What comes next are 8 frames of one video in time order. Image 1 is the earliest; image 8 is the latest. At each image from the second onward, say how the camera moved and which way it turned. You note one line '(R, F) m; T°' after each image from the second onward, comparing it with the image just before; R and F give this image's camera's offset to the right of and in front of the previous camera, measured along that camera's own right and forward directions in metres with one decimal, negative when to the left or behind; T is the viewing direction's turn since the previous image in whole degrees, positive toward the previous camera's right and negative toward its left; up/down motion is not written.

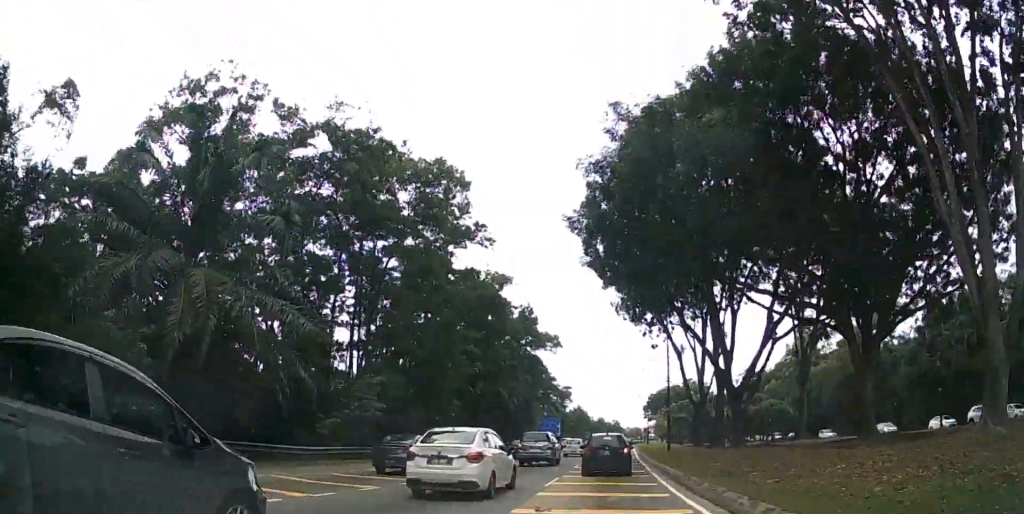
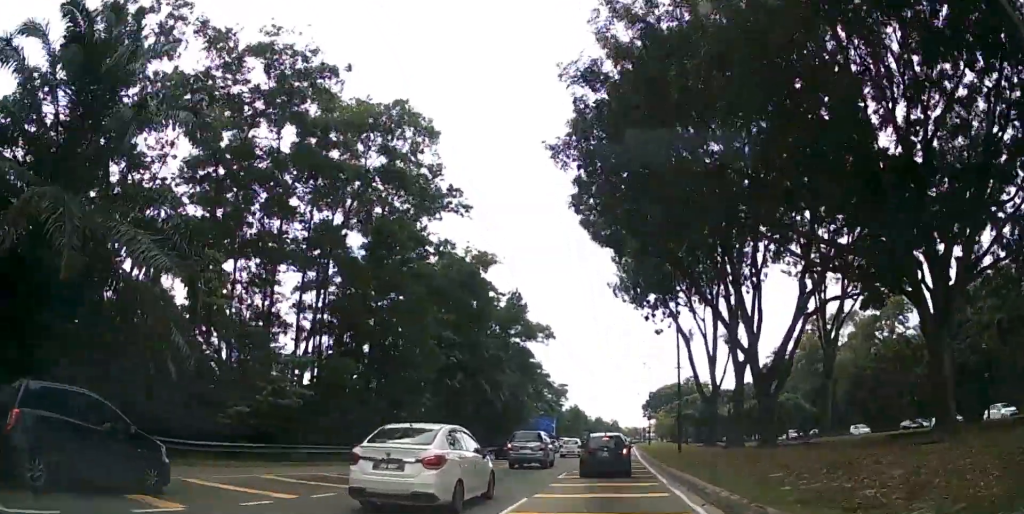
(0.0, +7.3) m; +1°
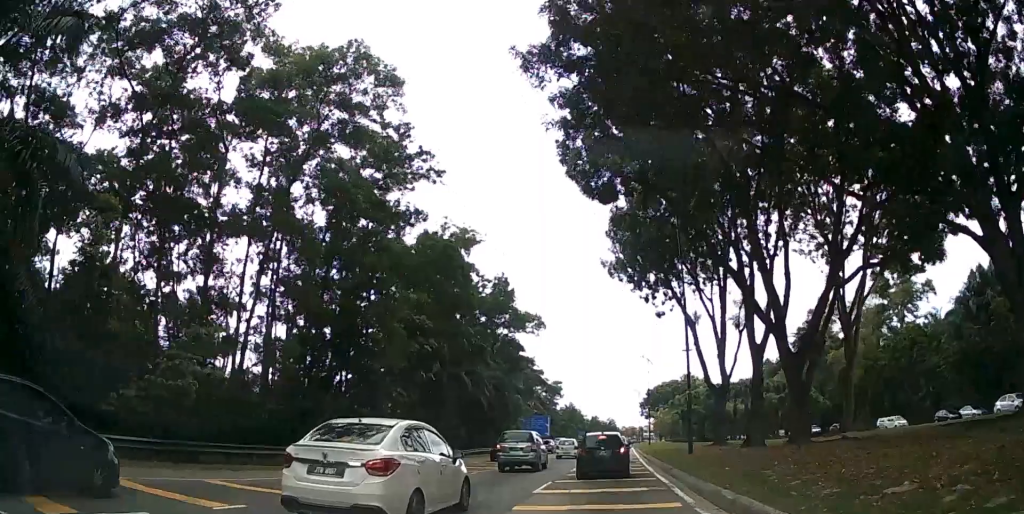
(+0.1, +5.4) m; 0°
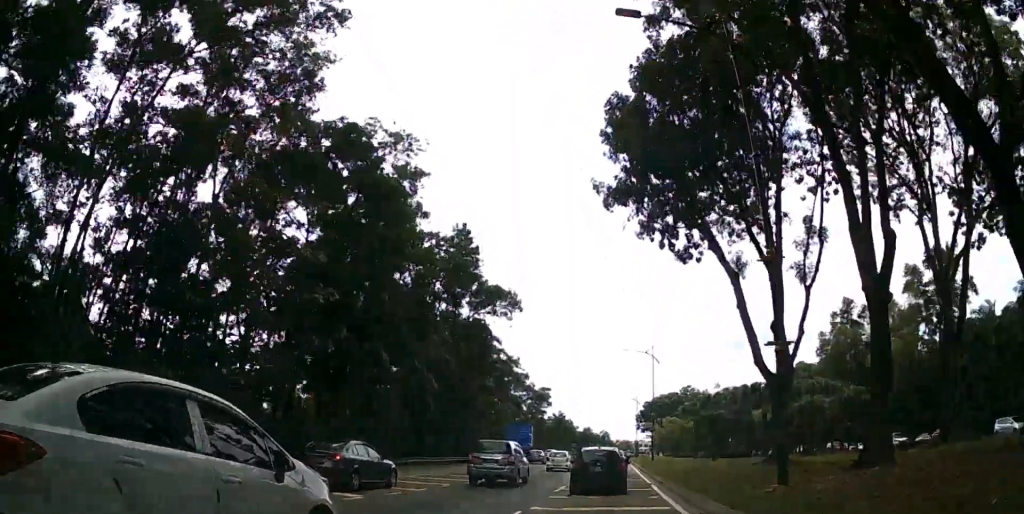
(-0.1, +16.7) m; -1°
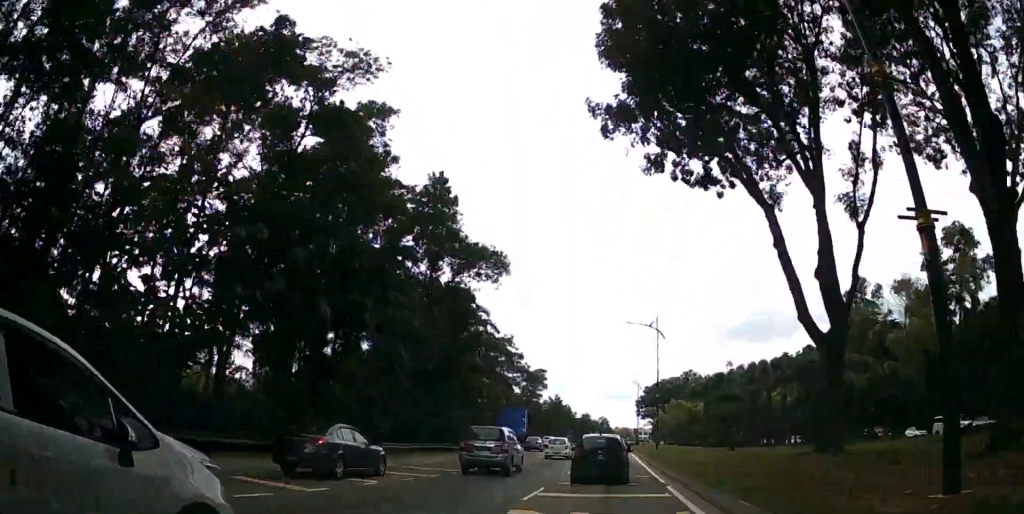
(0.0, +6.4) m; 0°
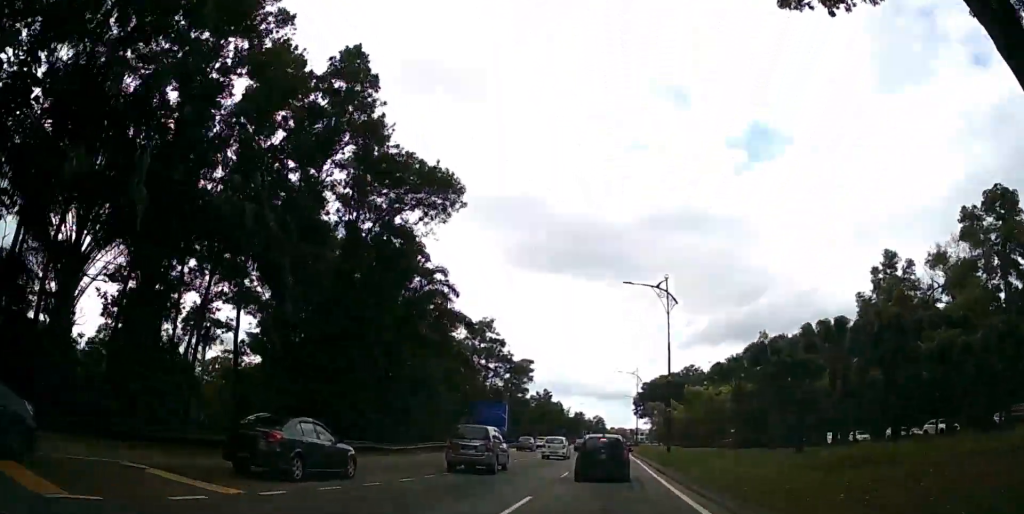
(-0.1, +13.4) m; 0°
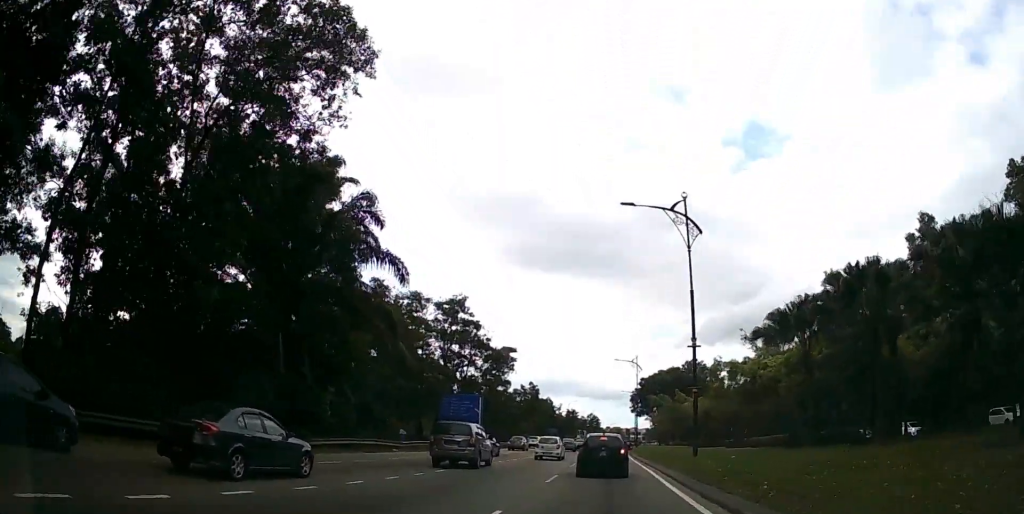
(+0.3, +13.3) m; +2°
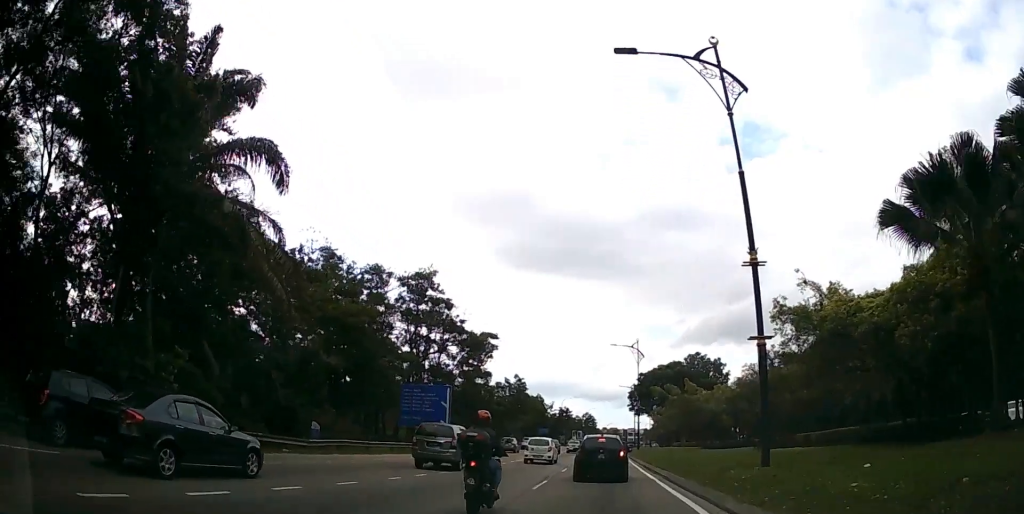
(0.0, +11.8) m; -1°
